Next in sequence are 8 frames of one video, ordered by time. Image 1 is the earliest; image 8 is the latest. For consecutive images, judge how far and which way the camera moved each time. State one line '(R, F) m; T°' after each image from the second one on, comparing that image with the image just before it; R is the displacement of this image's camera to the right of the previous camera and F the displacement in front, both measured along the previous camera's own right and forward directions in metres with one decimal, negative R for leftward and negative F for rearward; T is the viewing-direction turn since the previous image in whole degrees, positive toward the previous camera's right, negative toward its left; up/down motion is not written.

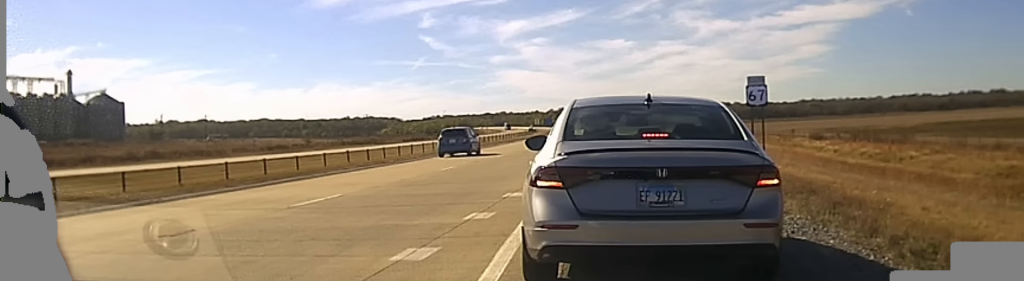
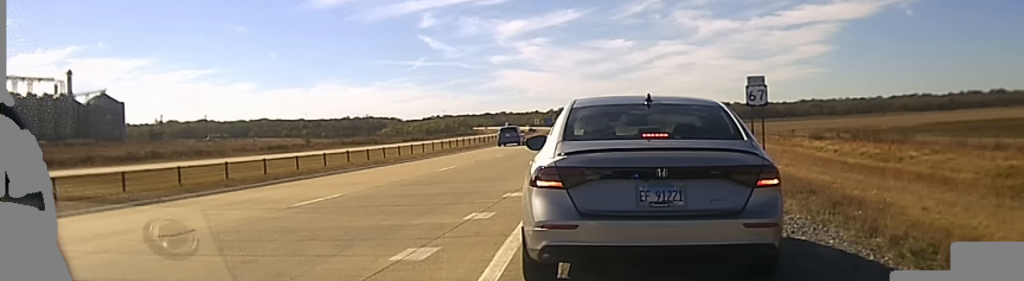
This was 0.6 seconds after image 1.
(0.0, 0.0) m; 0°
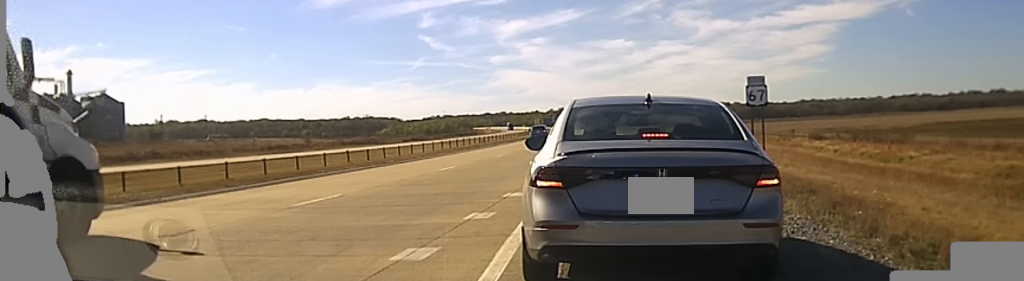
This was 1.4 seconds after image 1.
(0.0, 0.0) m; 0°
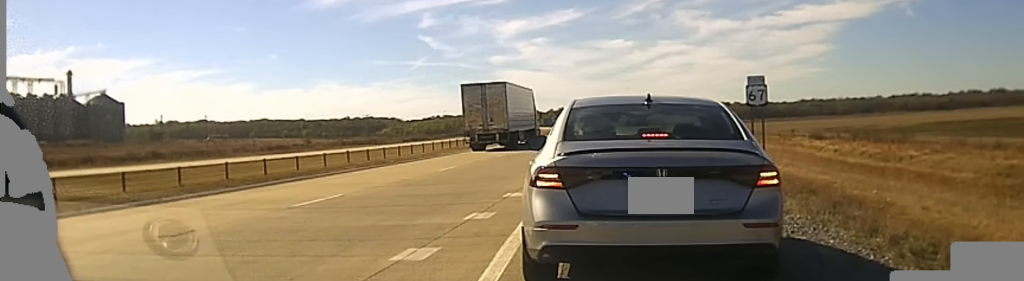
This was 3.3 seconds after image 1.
(0.0, +0.1) m; 0°
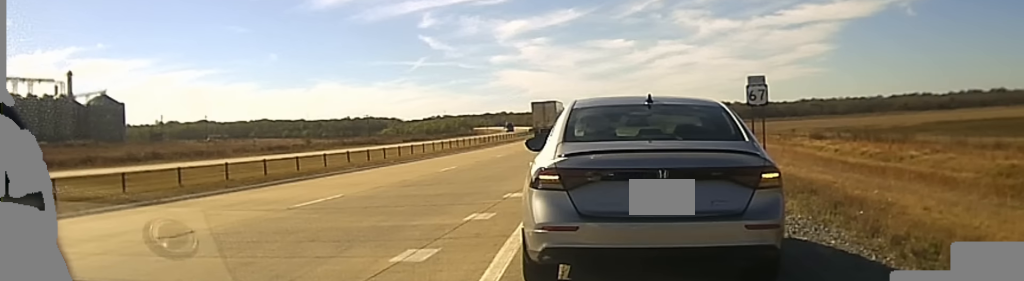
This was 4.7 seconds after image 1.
(0.0, +0.1) m; 0°
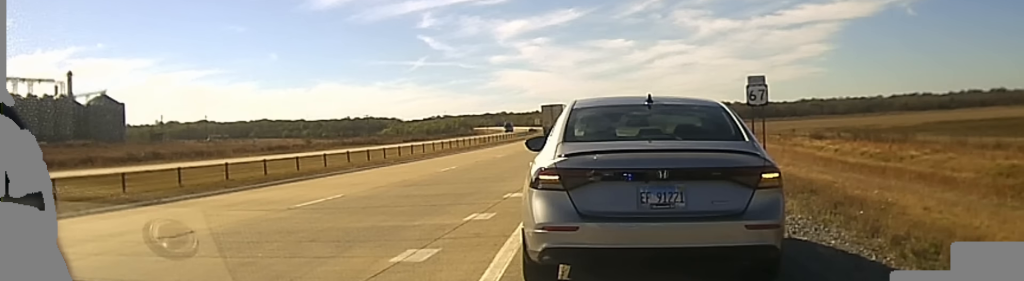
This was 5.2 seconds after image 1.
(0.0, 0.0) m; 0°
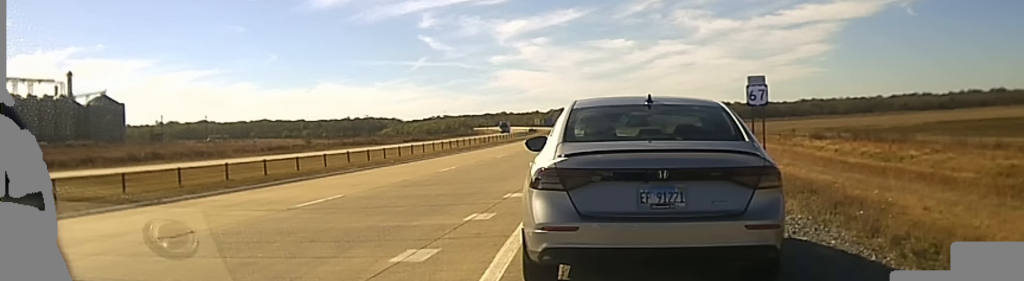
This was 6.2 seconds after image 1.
(0.0, +0.1) m; 0°
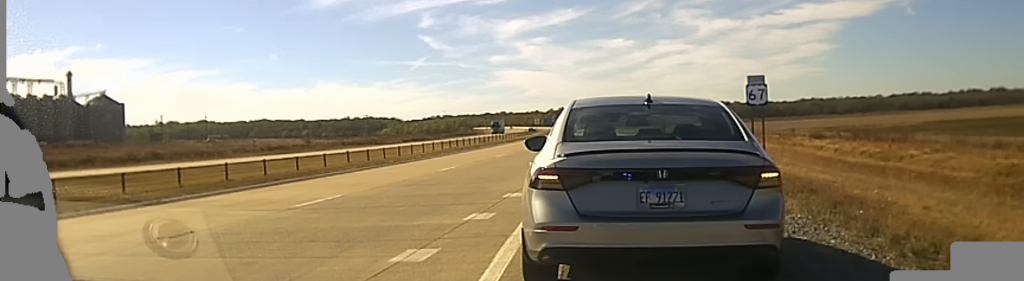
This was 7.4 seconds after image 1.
(-0.1, 0.0) m; 0°
